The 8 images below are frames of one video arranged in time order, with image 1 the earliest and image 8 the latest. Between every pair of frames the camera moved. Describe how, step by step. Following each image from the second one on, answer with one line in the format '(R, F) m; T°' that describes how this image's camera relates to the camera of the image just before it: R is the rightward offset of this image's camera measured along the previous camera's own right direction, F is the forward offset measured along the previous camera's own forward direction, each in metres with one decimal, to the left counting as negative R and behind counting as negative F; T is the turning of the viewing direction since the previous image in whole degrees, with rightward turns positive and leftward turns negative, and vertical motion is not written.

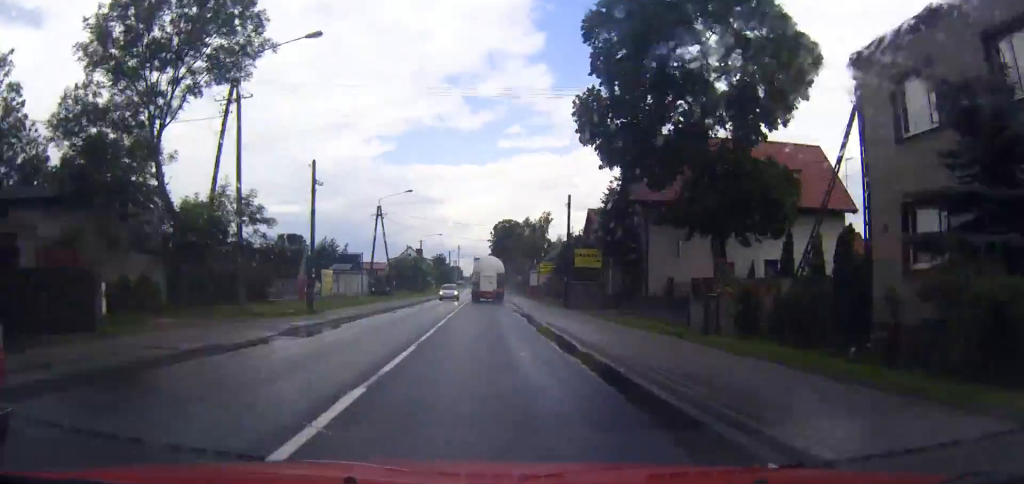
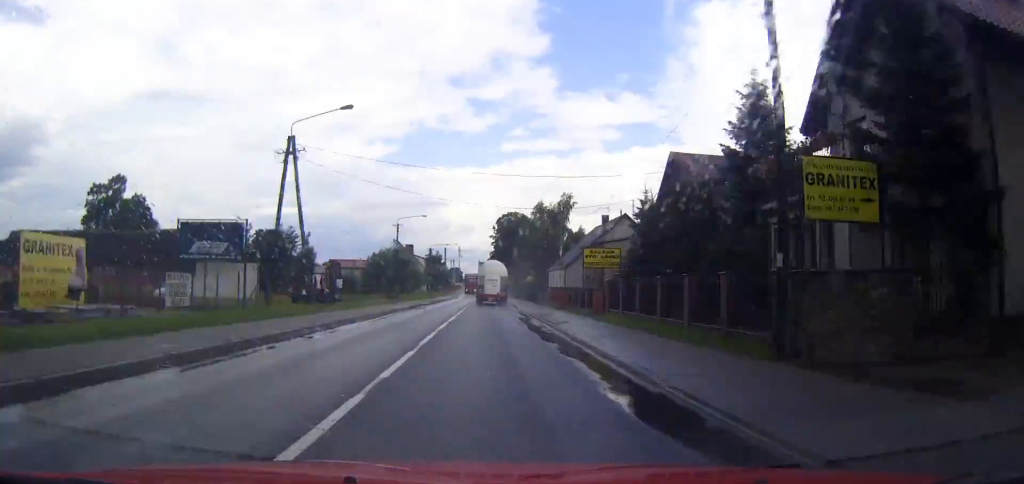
(0.0, +30.9) m; 0°
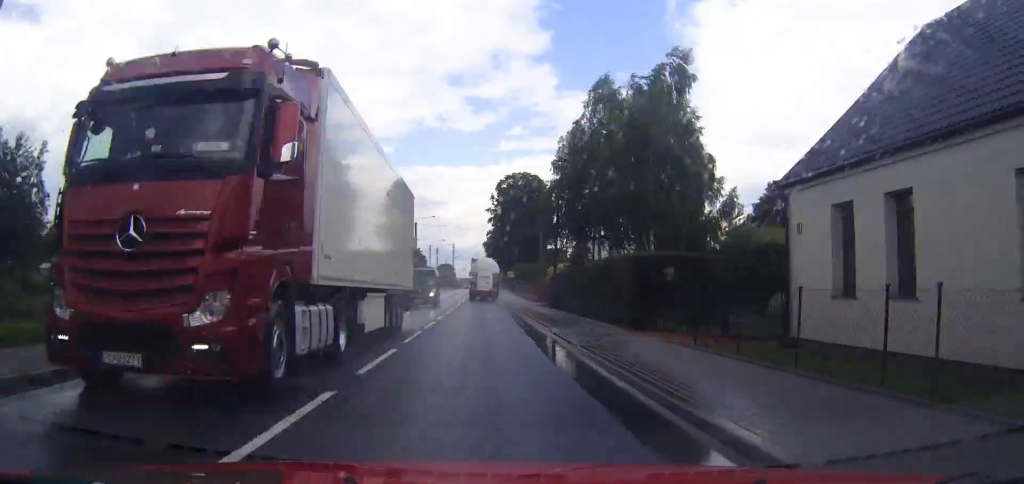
(0.0, +66.0) m; 0°
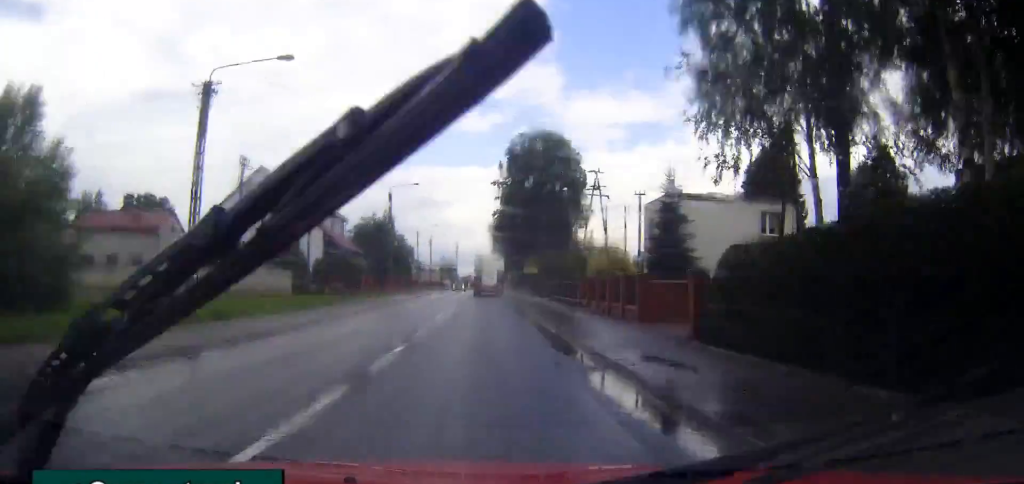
(0.0, +35.1) m; 0°
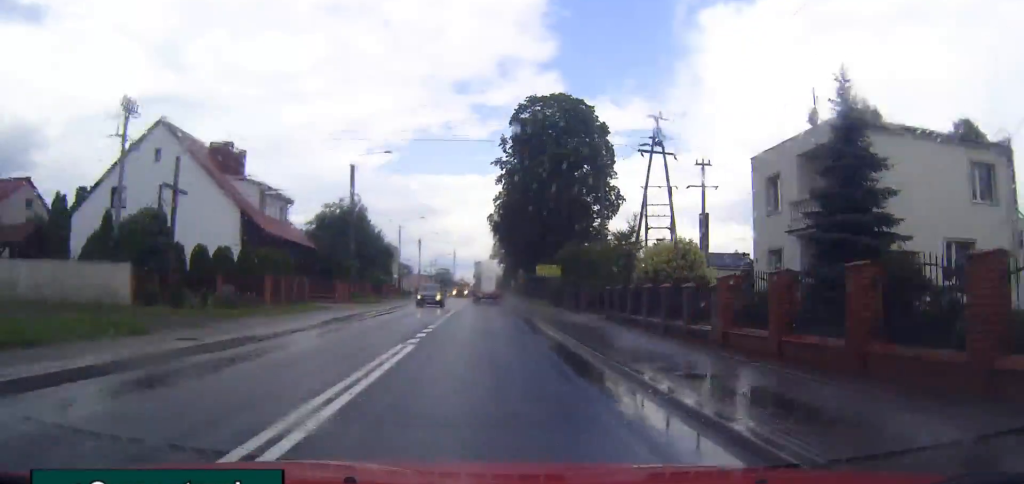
(+0.1, +21.5) m; 0°
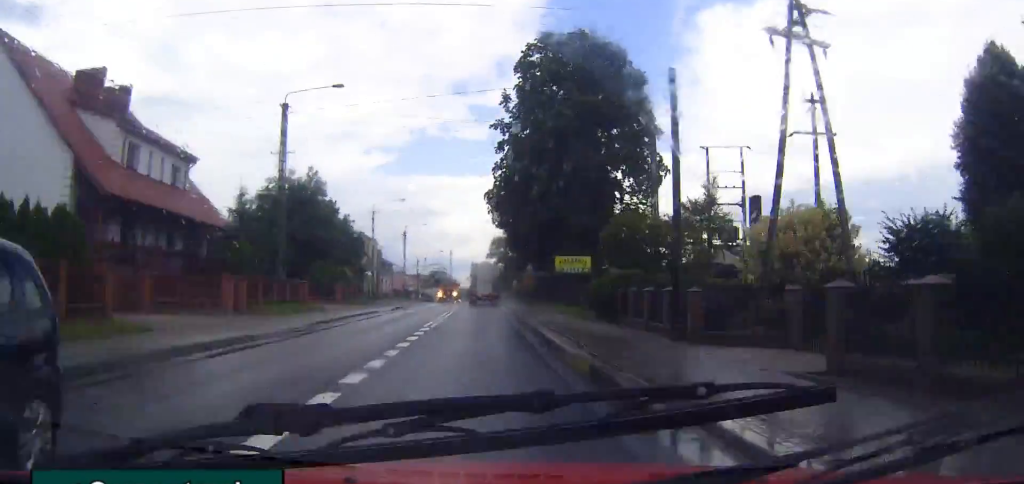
(0.0, +18.8) m; 0°
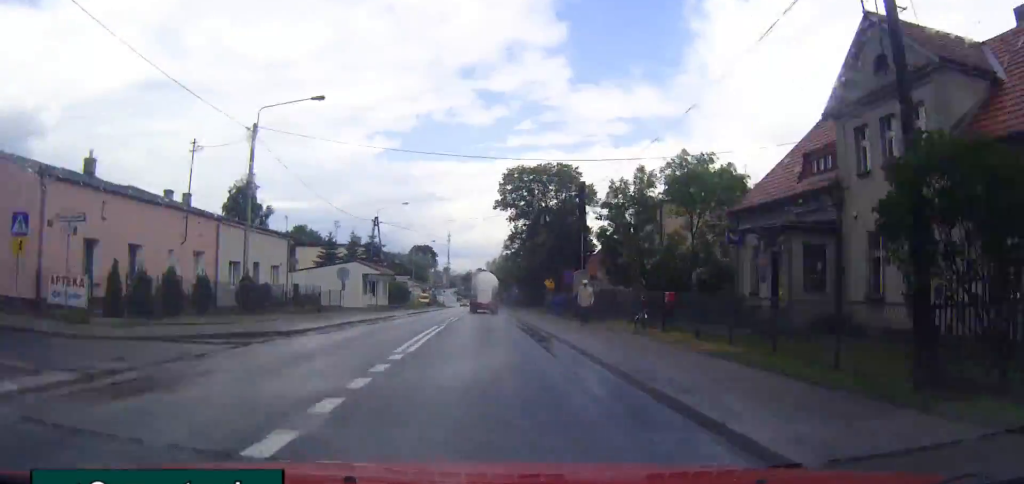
(-0.2, +104.4) m; 0°
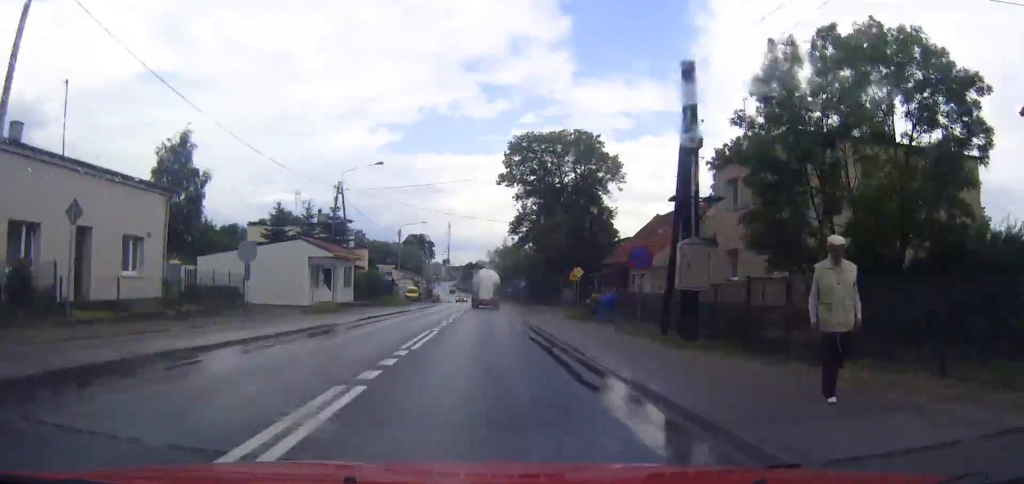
(0.0, +18.8) m; 0°
